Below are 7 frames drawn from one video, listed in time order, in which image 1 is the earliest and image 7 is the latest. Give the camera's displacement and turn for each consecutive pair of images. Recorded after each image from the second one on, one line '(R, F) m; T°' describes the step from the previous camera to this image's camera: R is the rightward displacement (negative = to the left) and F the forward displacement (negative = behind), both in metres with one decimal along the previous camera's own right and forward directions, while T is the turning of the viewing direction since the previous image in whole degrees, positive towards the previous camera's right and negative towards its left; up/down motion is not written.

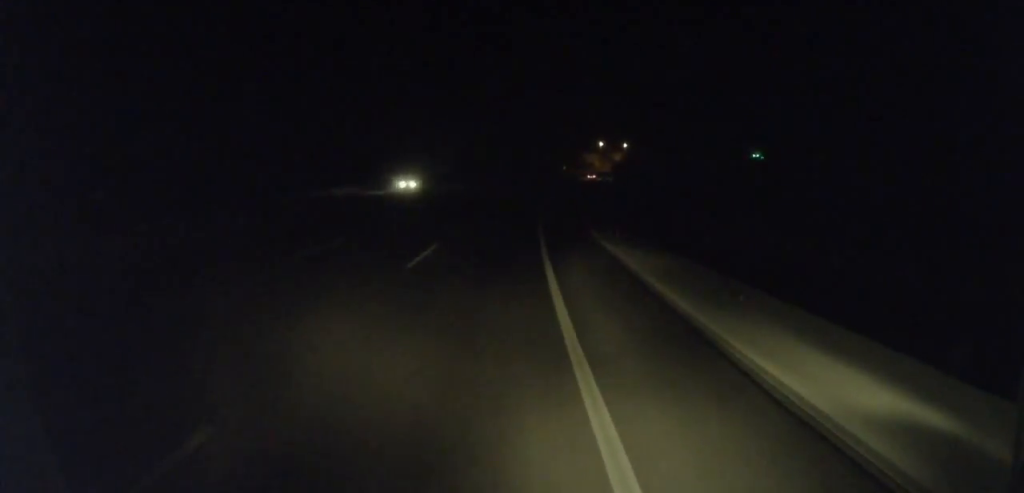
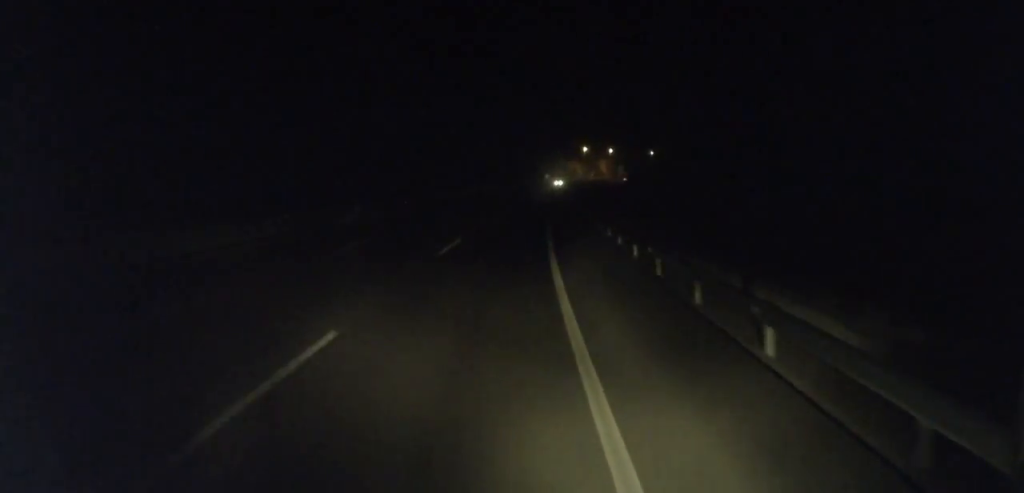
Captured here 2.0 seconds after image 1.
(+0.4, +28.2) m; +2°
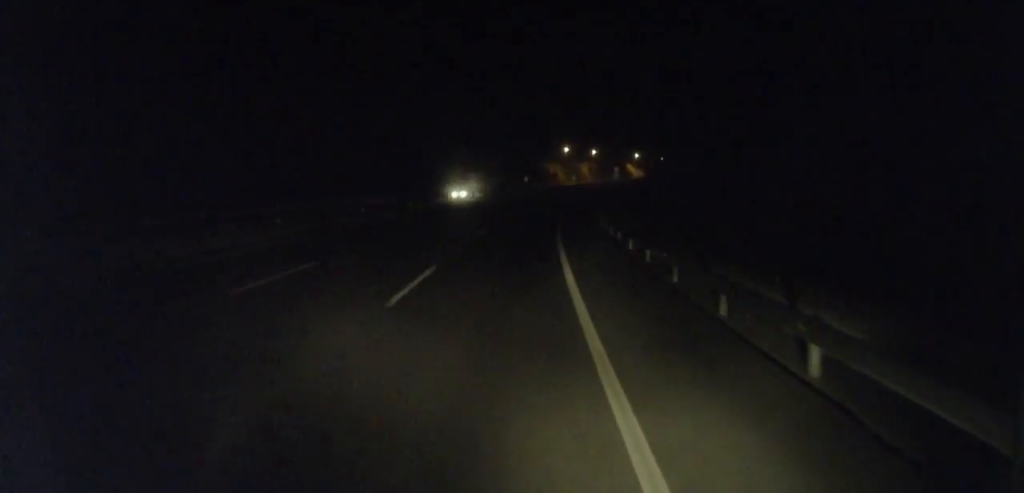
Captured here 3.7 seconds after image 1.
(-0.5, +24.4) m; +2°
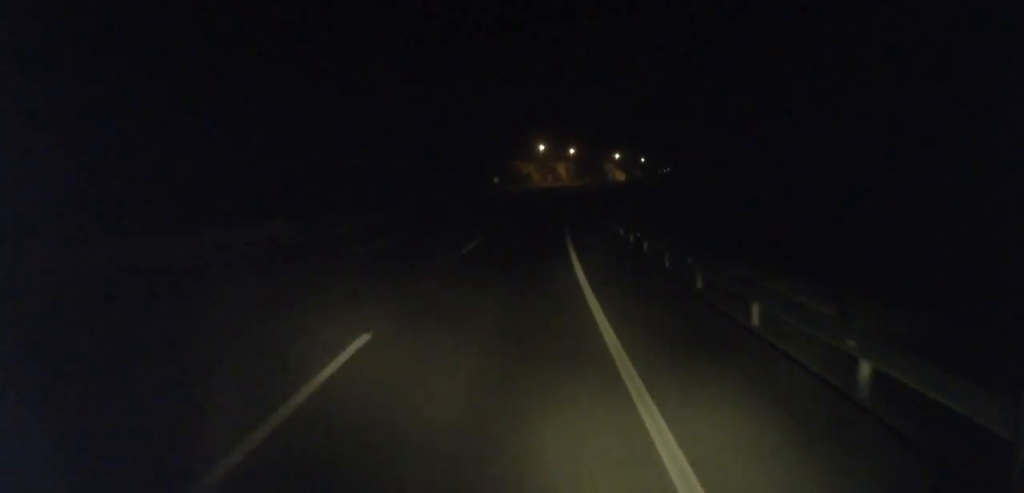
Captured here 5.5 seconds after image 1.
(+1.0, +24.3) m; +3°
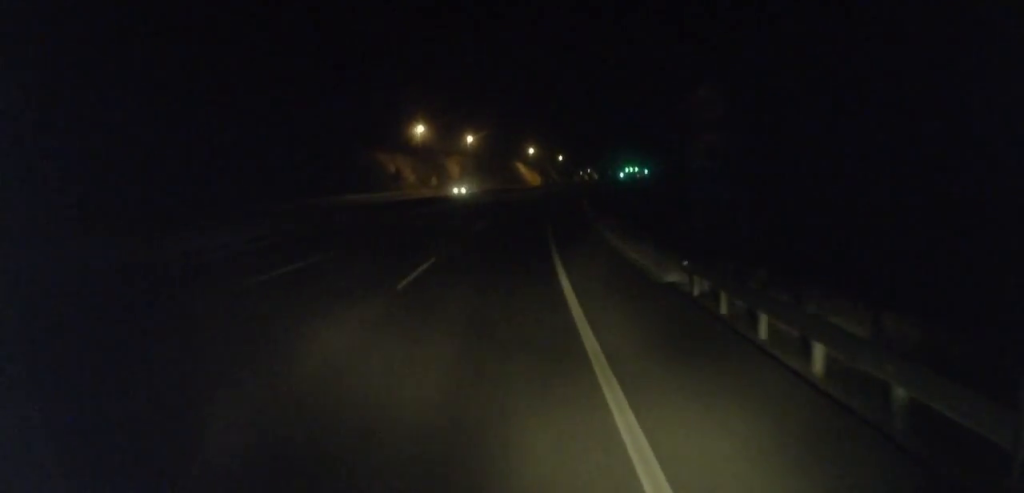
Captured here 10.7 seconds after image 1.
(+6.3, +71.8) m; +10°
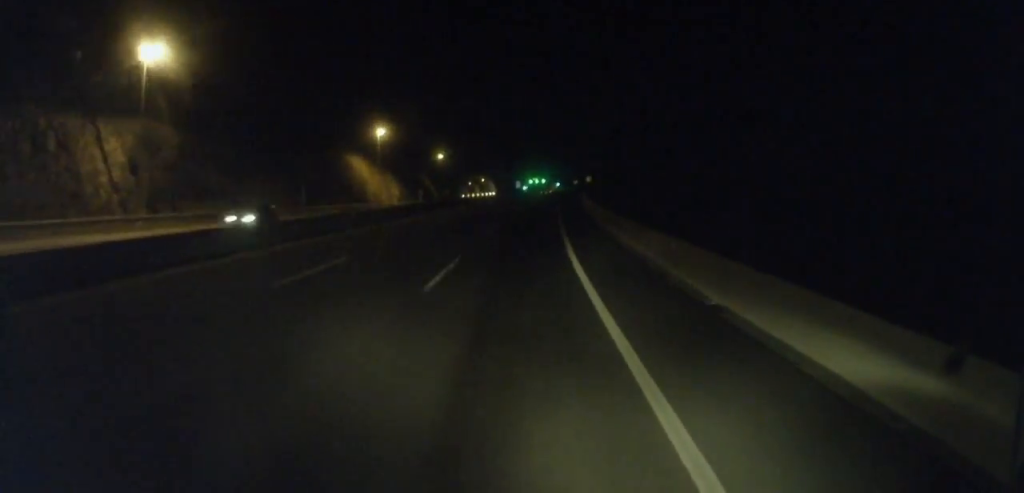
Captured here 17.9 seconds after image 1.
(+10.7, +97.2) m; +11°
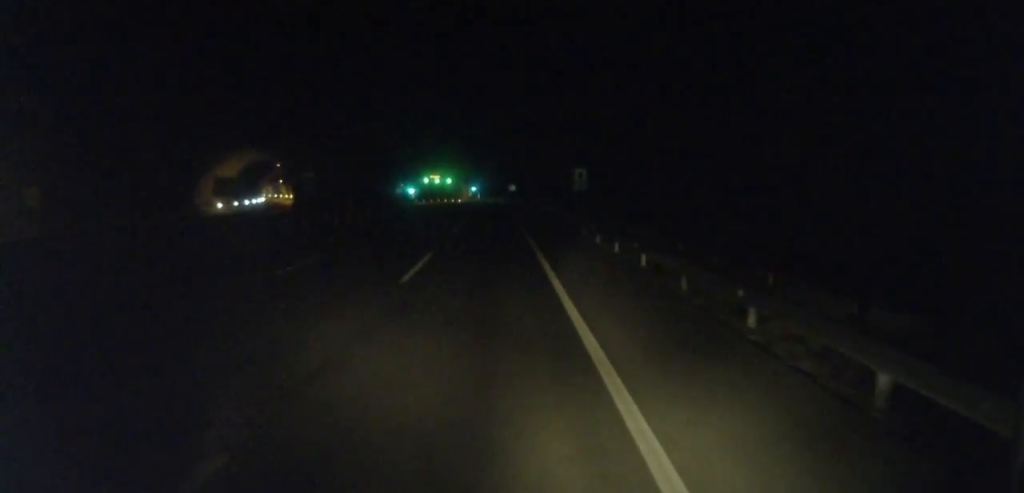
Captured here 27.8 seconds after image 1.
(+10.7, +130.8) m; +8°
